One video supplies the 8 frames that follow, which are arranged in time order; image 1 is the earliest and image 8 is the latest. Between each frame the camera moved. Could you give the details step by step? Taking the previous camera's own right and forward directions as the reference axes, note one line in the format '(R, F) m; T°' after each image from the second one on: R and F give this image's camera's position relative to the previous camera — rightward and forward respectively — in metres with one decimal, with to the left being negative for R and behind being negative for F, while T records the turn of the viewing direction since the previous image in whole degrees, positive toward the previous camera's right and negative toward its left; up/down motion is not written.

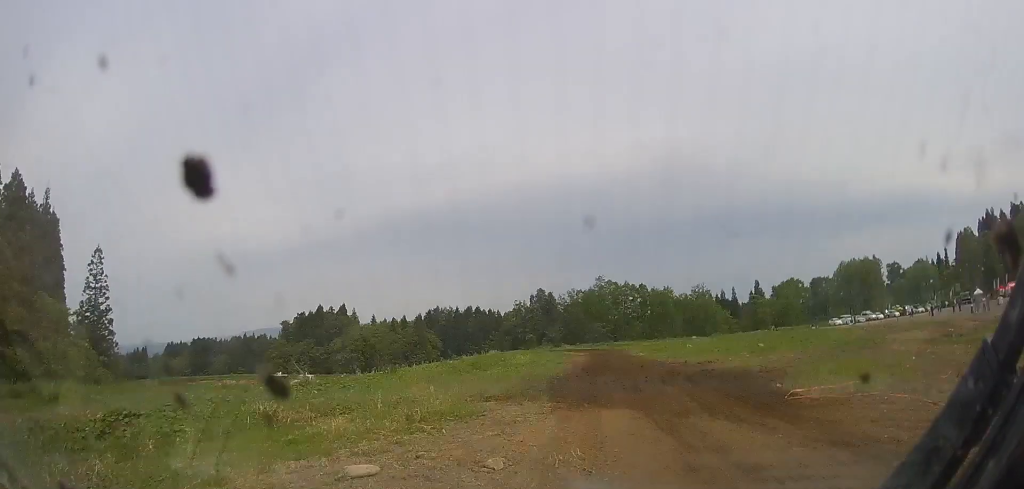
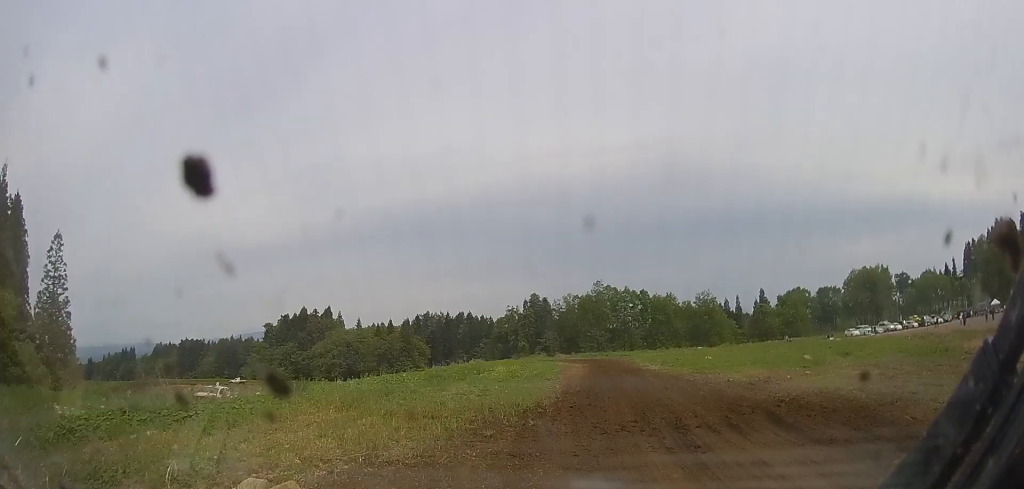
(0.0, +7.9) m; 0°
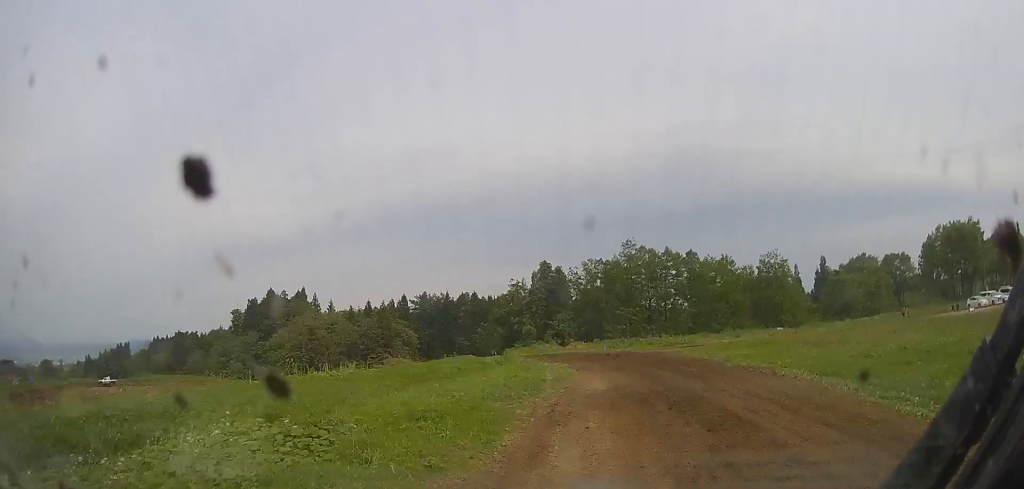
(+0.4, +27.7) m; 0°
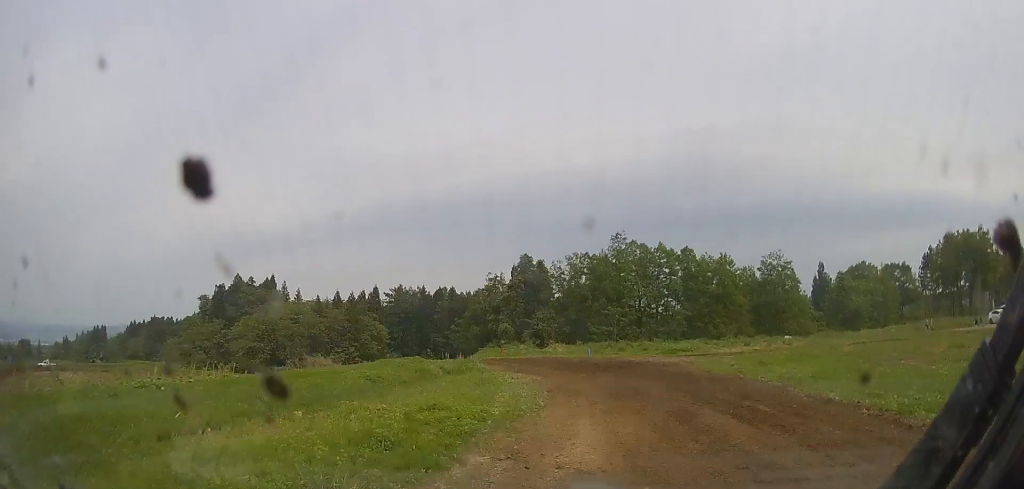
(+0.2, +6.9) m; -1°
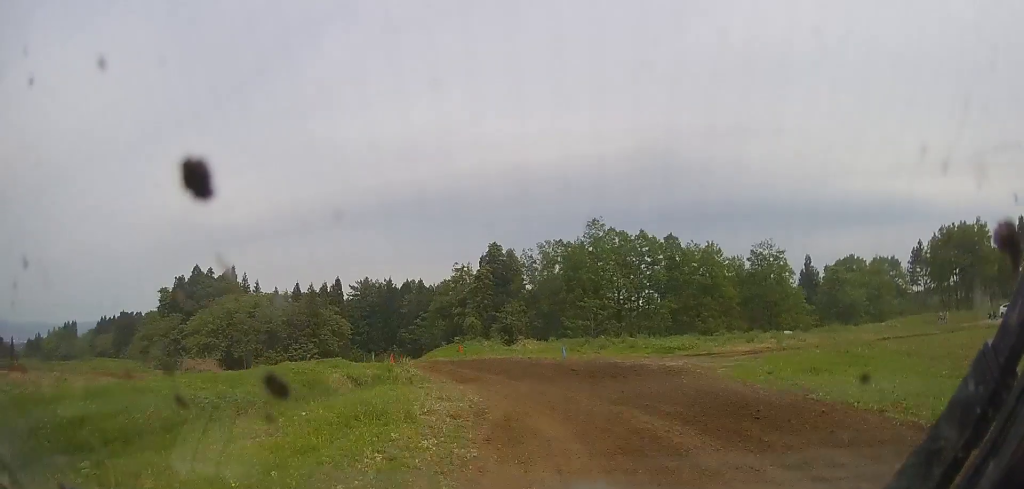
(-0.4, +6.6) m; -5°
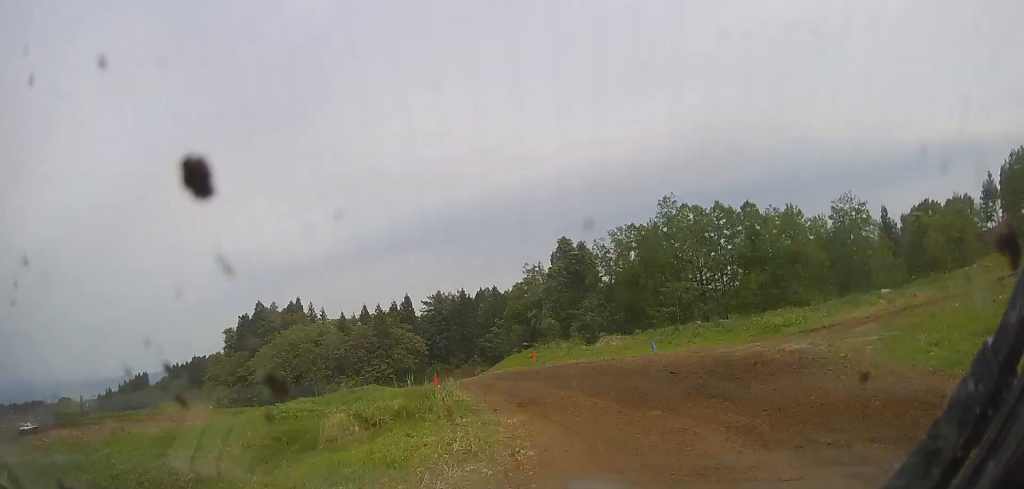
(+0.2, +4.7) m; -4°
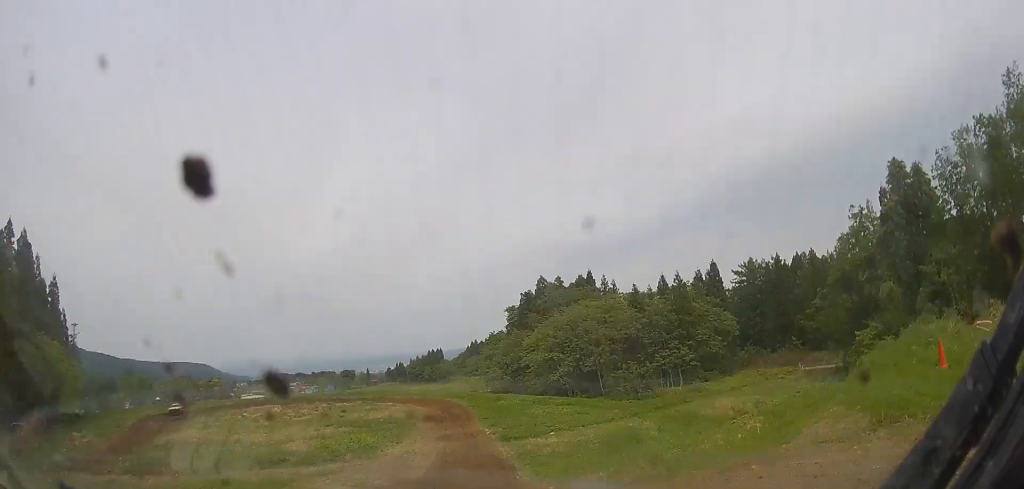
(-6.6, +17.0) m; -41°
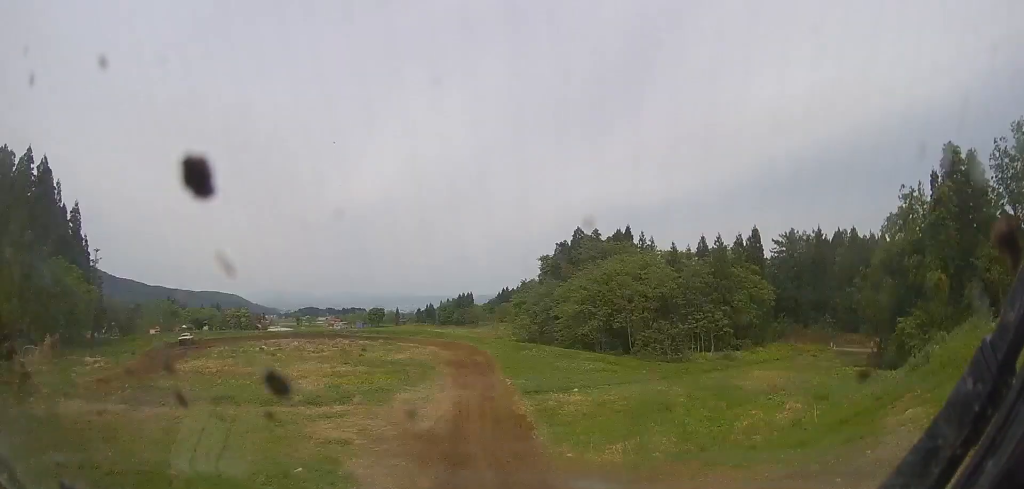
(-0.2, +3.7) m; -4°
